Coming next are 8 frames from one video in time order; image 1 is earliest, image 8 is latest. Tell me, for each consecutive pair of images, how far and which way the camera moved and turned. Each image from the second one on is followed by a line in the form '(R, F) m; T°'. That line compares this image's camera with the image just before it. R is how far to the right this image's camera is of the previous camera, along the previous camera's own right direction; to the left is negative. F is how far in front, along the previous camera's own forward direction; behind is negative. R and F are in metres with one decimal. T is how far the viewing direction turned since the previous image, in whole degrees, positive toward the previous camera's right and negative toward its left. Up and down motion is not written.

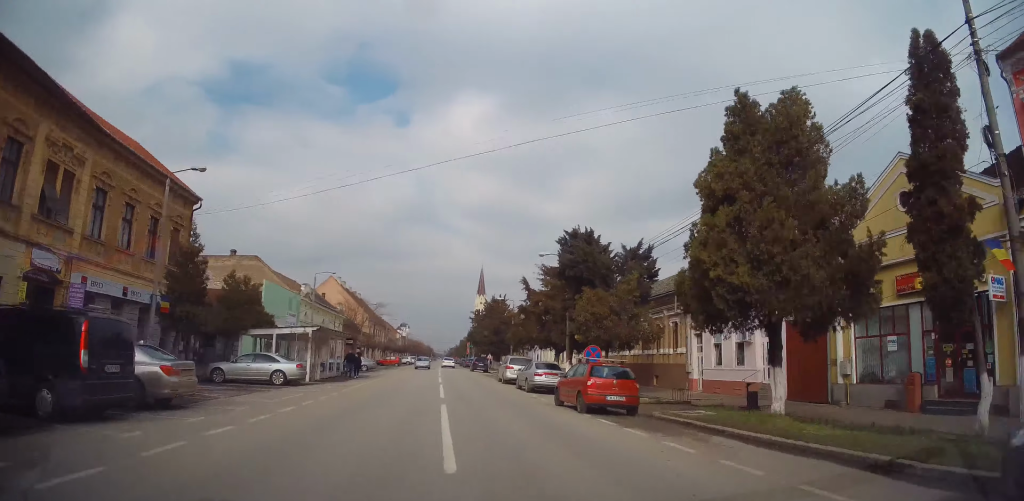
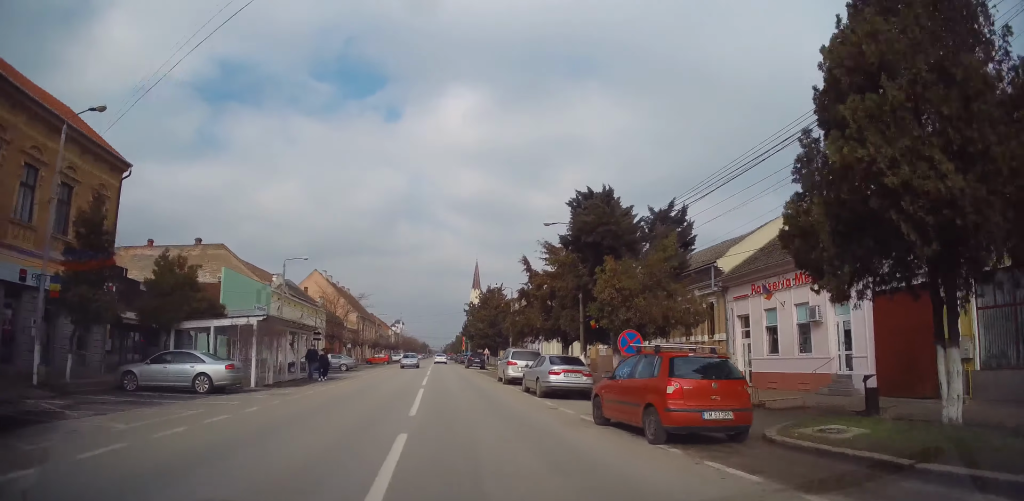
(+0.2, +6.1) m; +1°
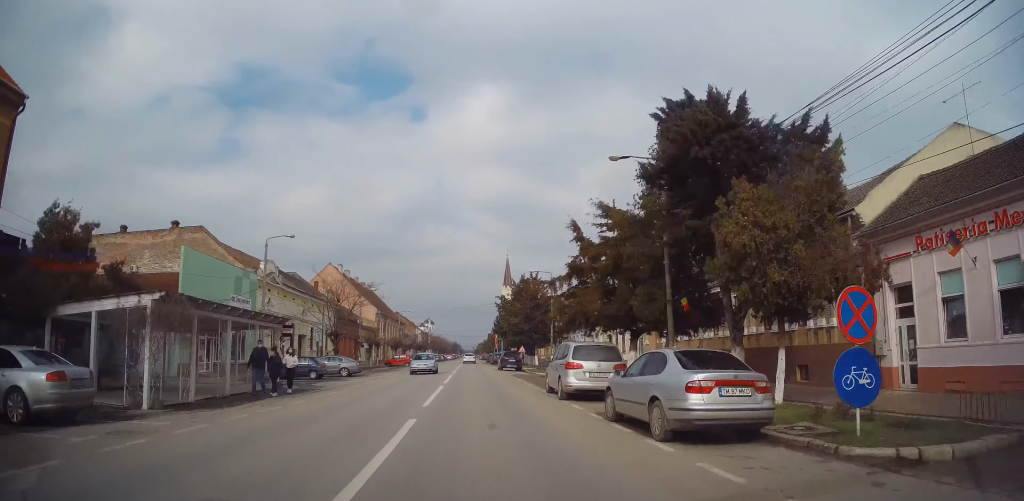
(+0.2, +9.2) m; -2°
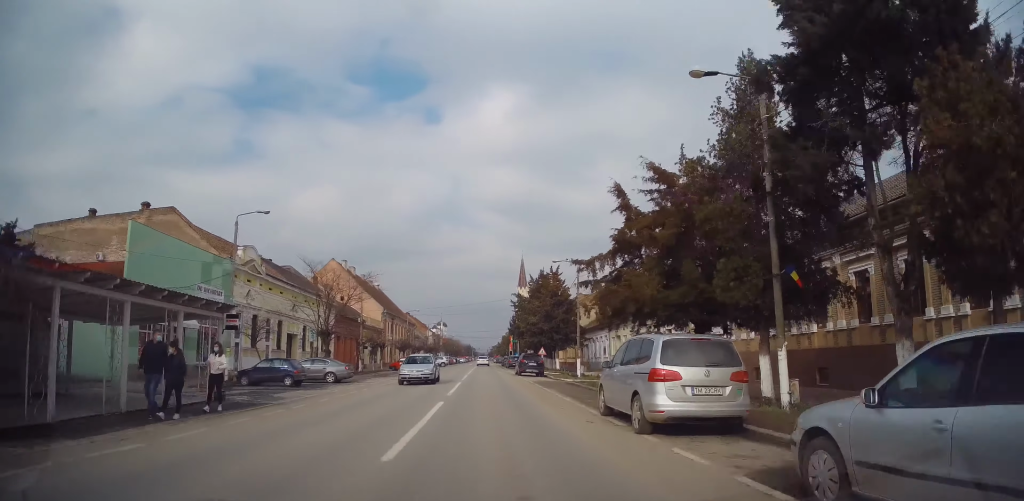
(-0.4, +6.6) m; -2°
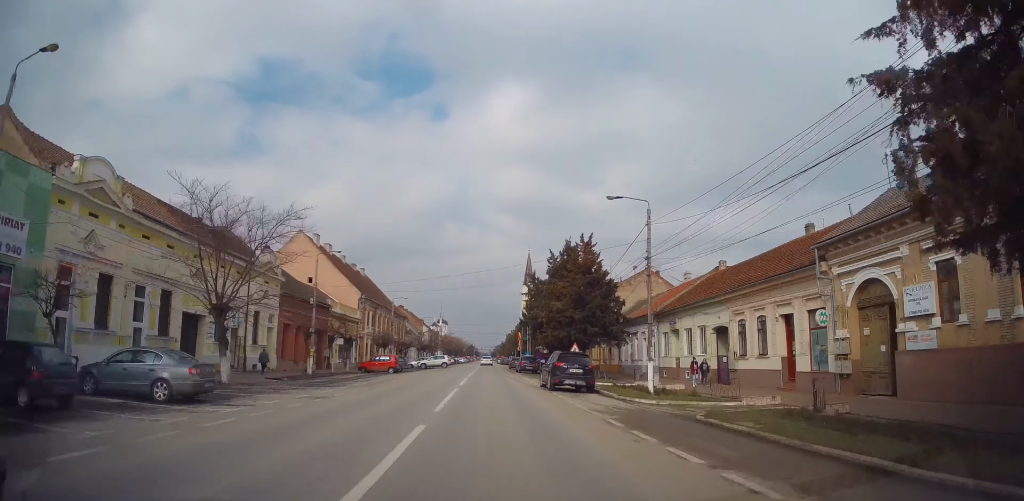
(-0.2, +17.3) m; -1°
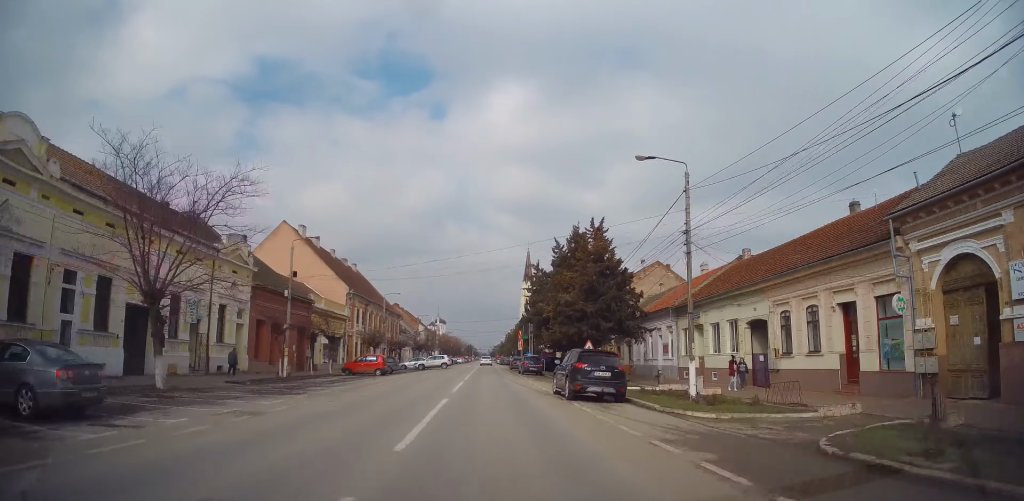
(-0.1, +5.1) m; 0°
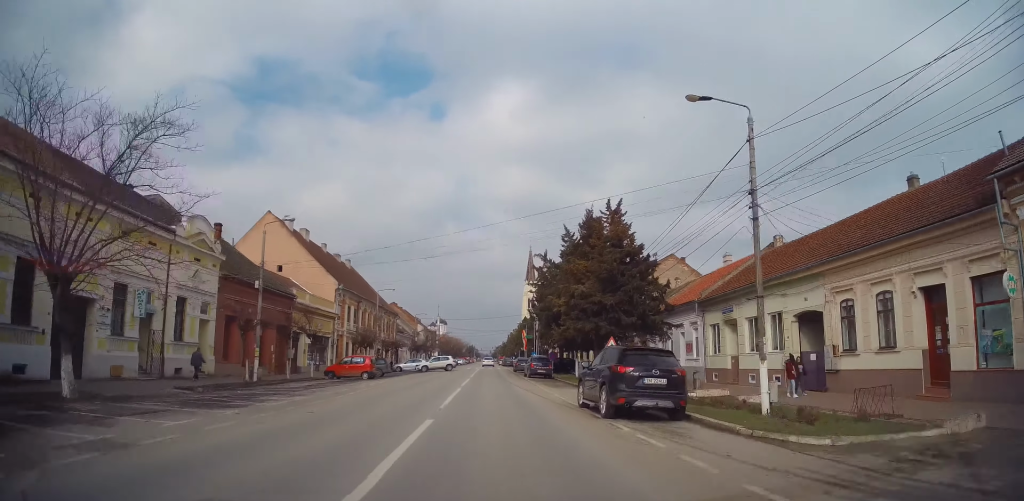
(0.0, +5.1) m; 0°
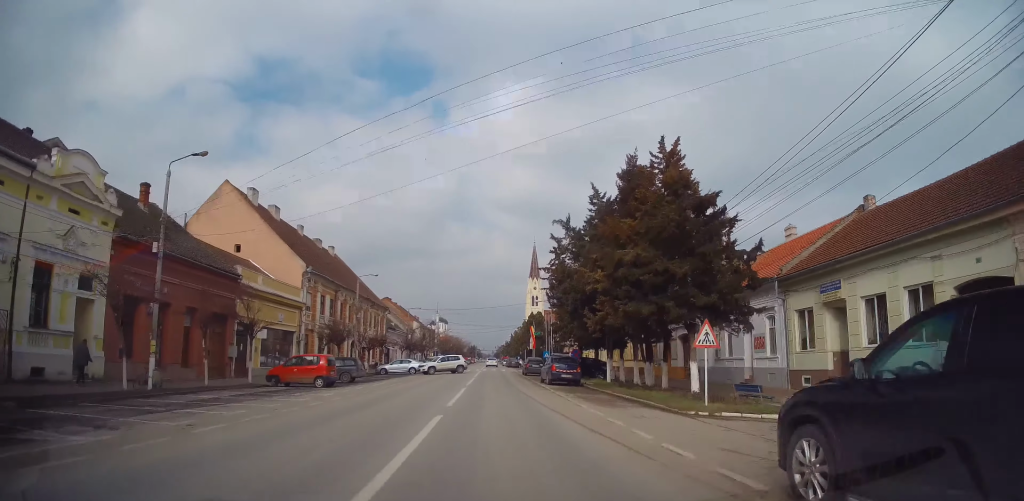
(0.0, +10.8) m; 0°
